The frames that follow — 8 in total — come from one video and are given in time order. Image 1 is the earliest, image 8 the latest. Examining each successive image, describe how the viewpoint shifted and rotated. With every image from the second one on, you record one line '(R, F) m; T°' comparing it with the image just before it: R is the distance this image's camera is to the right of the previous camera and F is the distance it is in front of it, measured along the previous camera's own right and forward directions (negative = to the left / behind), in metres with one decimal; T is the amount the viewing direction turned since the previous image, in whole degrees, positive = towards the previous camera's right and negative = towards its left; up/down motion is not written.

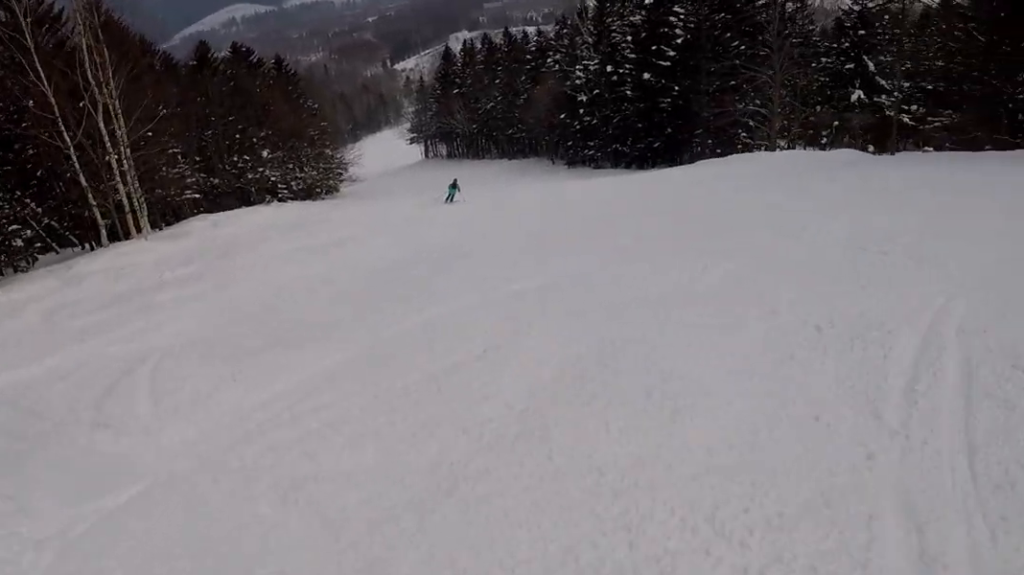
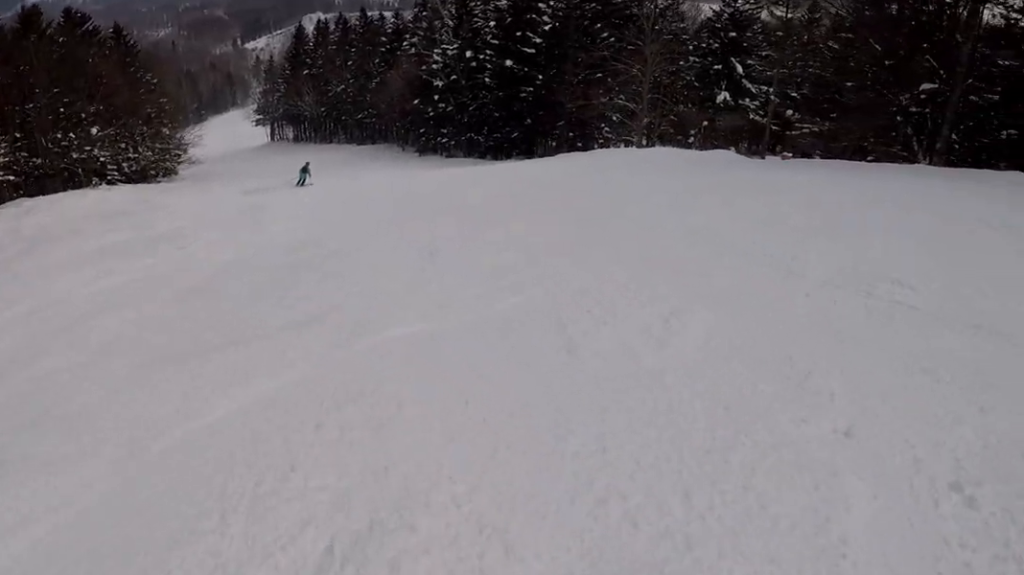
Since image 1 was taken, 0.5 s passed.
(+0.6, +2.4) m; +14°
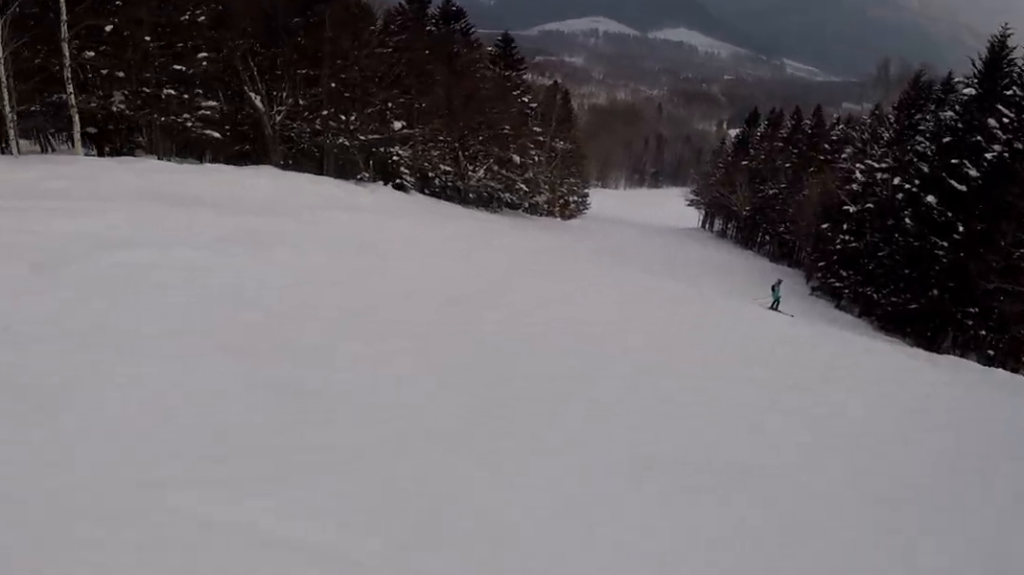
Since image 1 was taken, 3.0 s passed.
(+1.7, +13.0) m; -29°
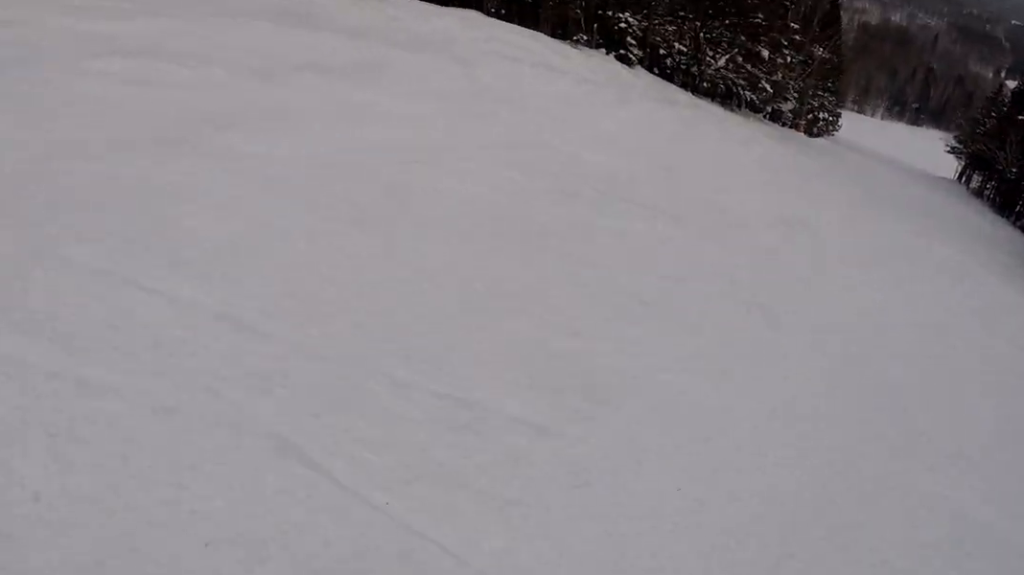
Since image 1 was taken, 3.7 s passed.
(-1.2, +3.6) m; -19°
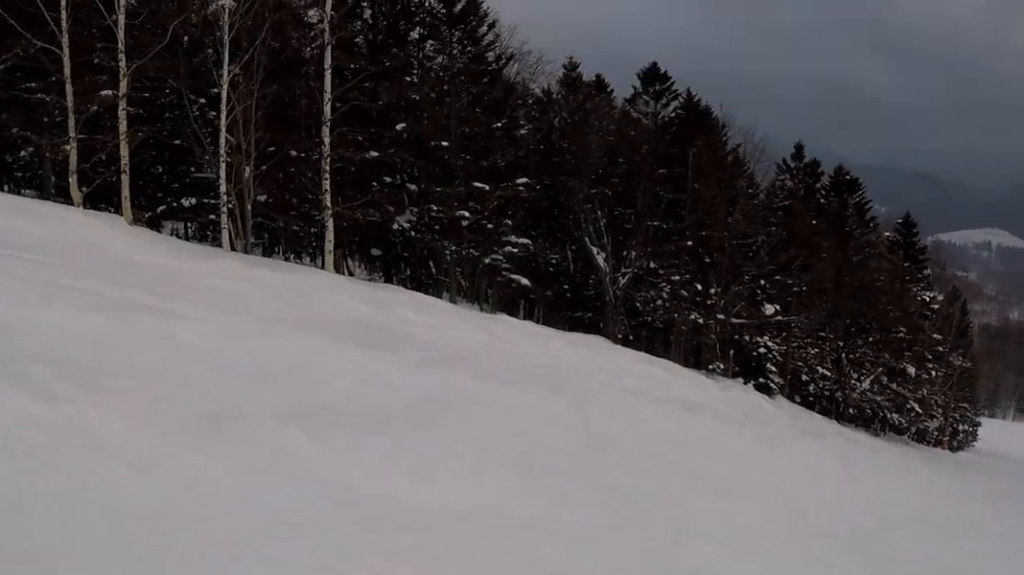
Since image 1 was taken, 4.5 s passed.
(-0.8, +4.4) m; -4°
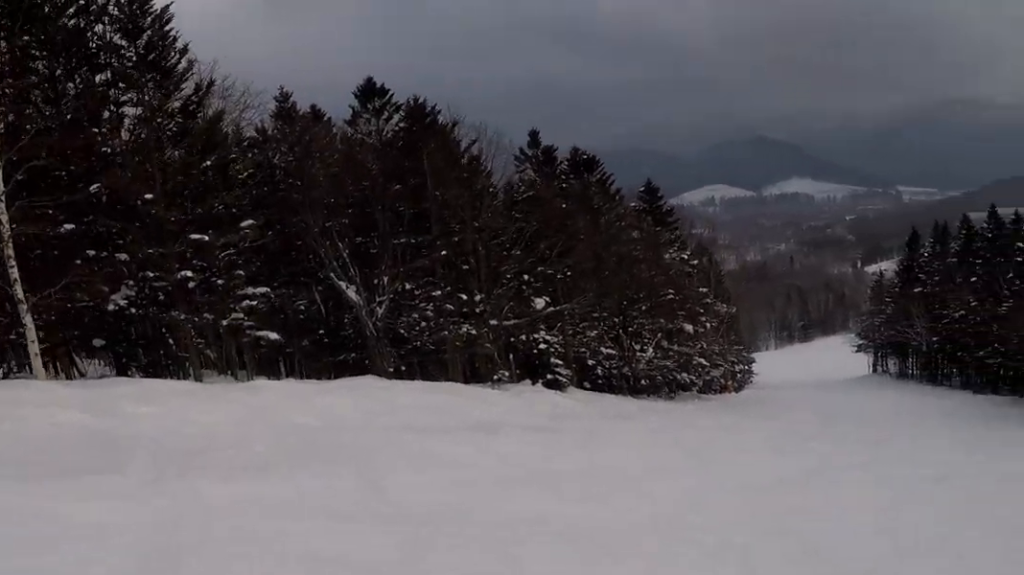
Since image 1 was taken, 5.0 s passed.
(-0.5, +2.6) m; +6°
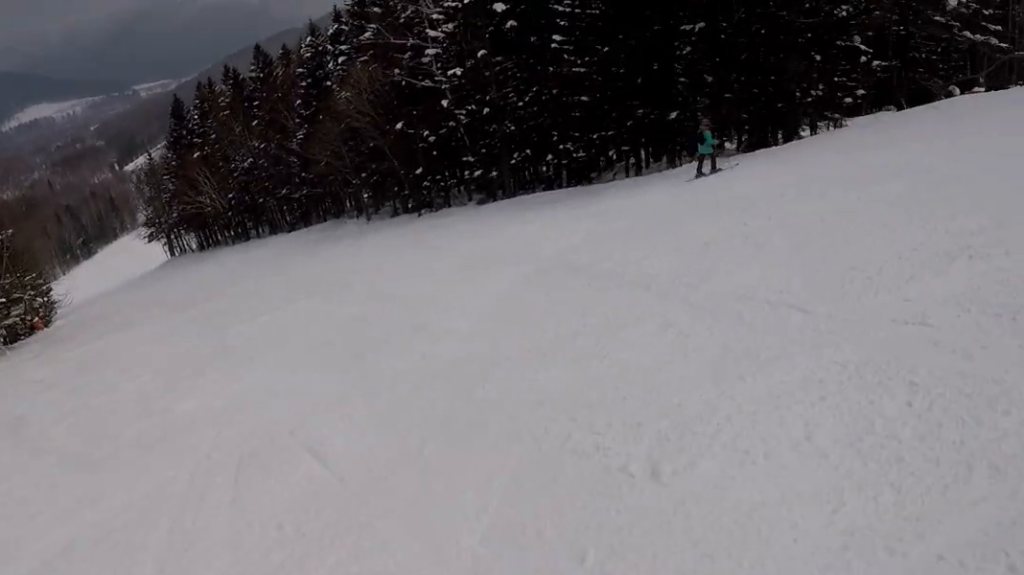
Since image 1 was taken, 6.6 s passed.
(+4.2, +7.8) m; +55°
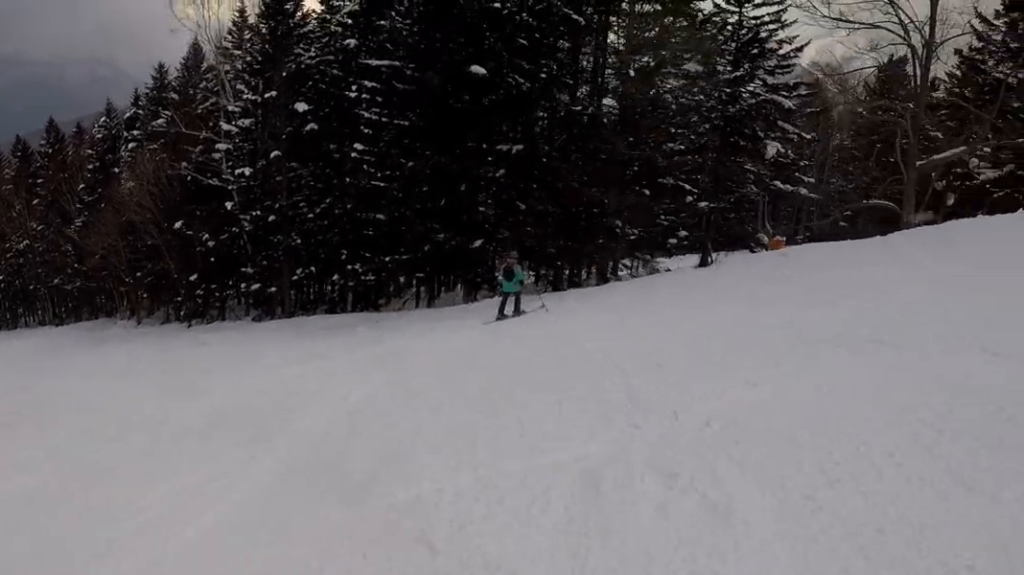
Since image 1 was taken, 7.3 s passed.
(+0.6, +3.6) m; +19°
